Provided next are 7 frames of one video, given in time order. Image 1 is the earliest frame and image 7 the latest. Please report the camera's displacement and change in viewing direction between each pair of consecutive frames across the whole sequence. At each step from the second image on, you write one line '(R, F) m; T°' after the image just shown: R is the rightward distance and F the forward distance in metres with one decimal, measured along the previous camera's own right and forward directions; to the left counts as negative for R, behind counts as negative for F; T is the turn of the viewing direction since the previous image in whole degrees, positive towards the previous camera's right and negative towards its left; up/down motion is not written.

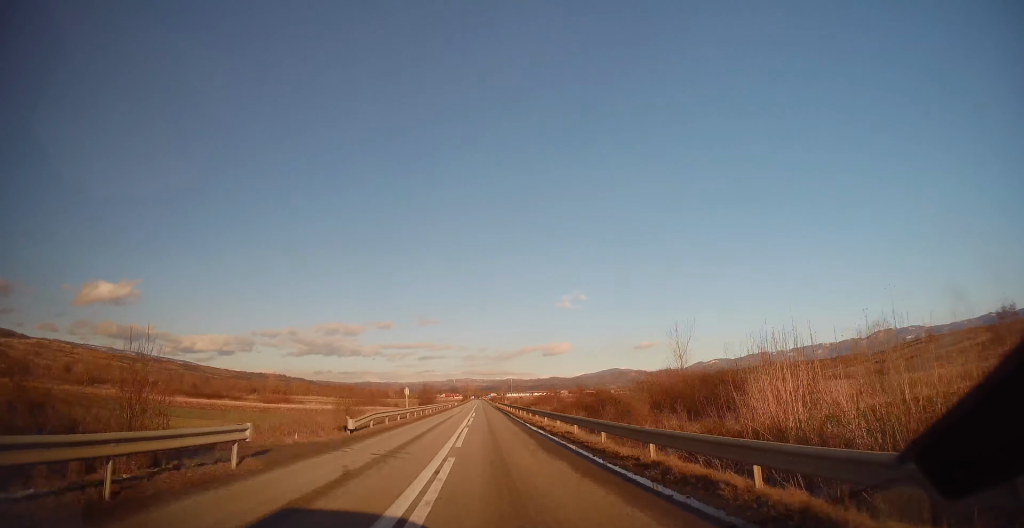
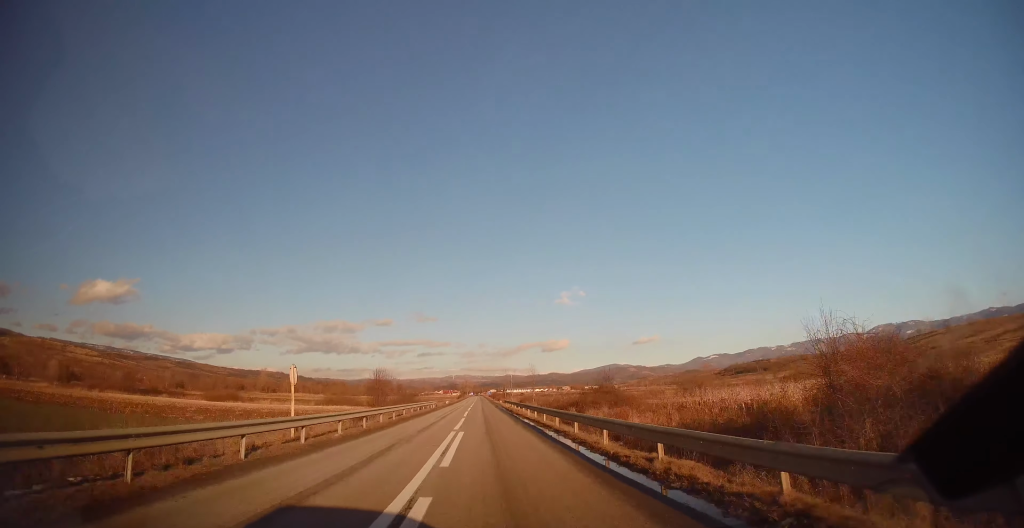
(+0.4, +28.9) m; 0°
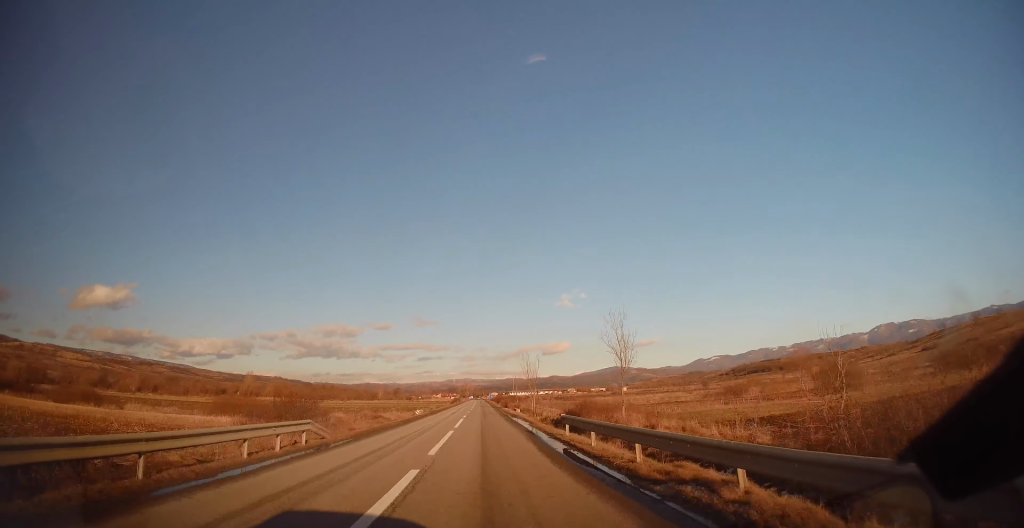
(-0.9, +43.7) m; -1°
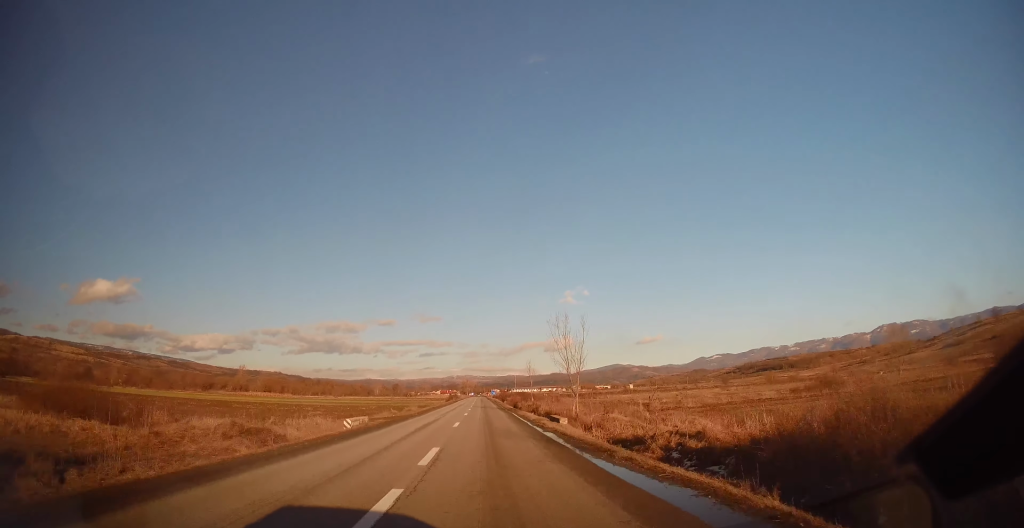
(+0.5, +26.4) m; 0°
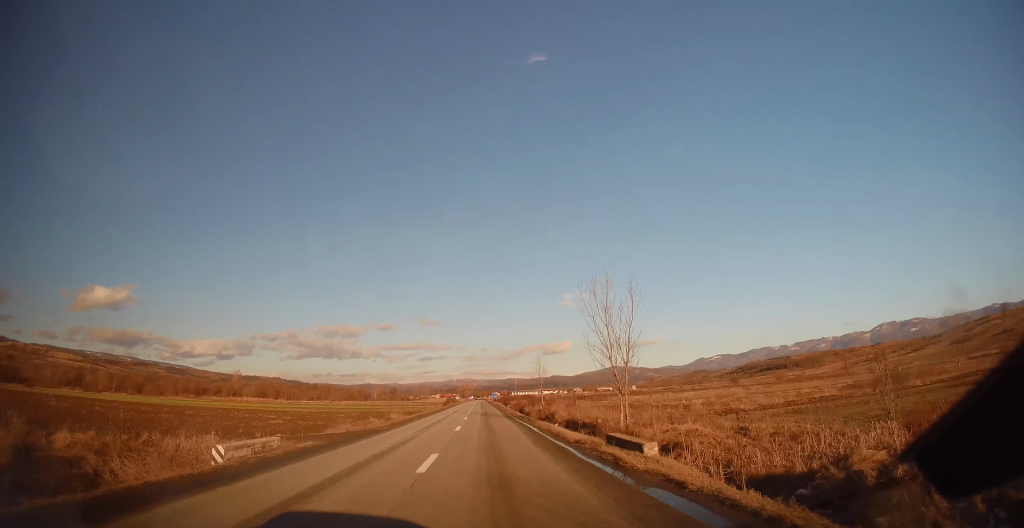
(-0.2, +12.0) m; 0°
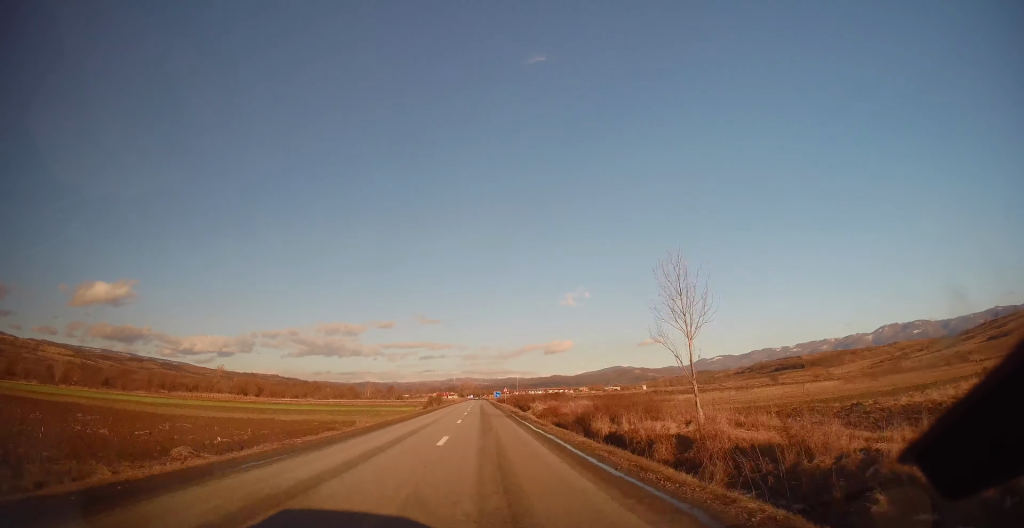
(+0.4, +42.6) m; 0°
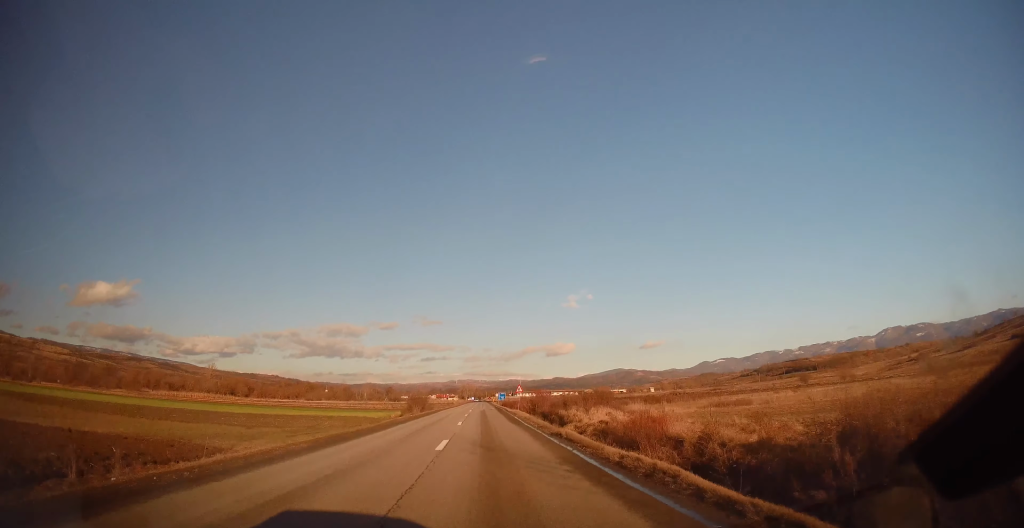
(-0.4, +24.2) m; 0°
